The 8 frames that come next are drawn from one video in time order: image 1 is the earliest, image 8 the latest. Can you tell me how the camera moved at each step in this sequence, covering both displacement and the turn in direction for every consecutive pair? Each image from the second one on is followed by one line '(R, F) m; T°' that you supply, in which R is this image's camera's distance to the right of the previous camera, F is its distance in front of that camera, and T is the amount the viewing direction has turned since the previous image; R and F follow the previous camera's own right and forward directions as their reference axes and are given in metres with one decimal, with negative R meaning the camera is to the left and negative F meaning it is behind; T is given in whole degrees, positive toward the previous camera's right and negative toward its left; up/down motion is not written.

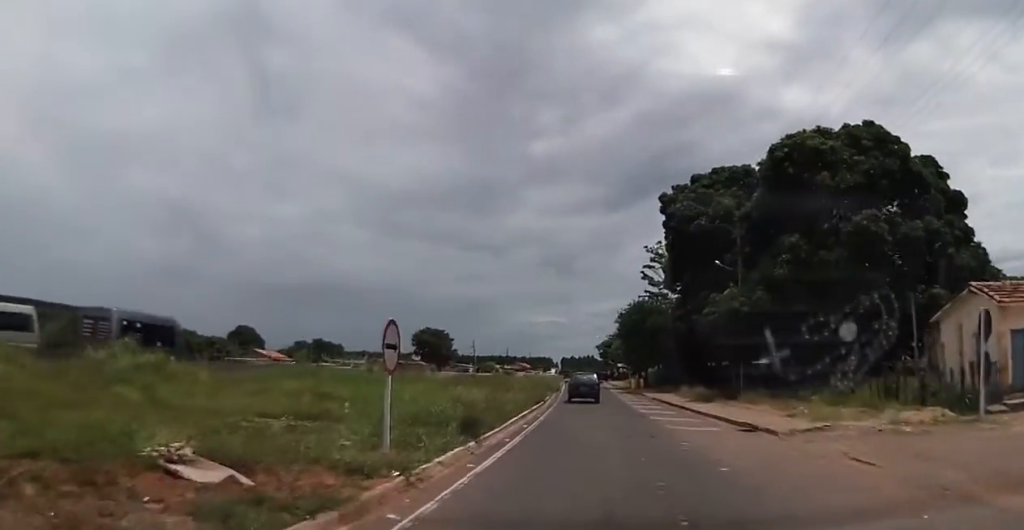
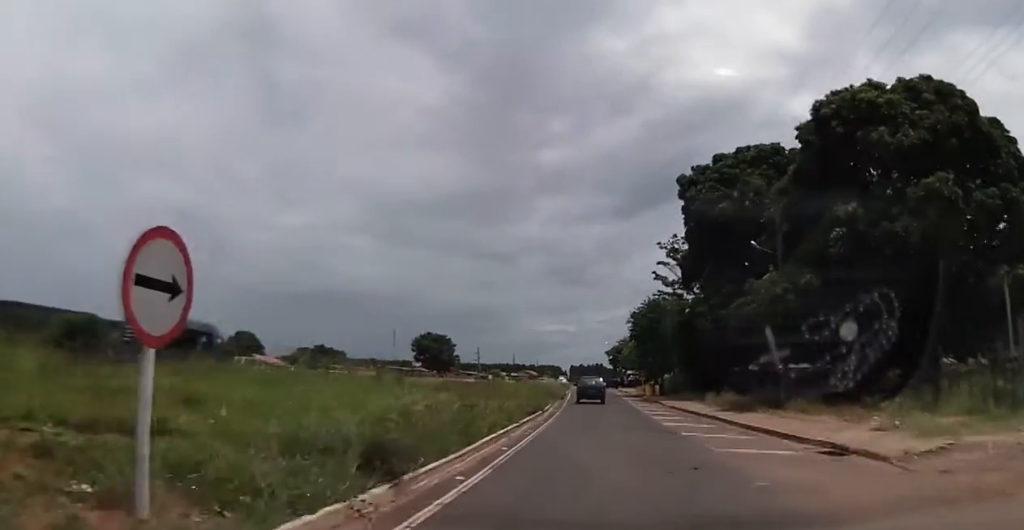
(-0.1, +6.0) m; 0°
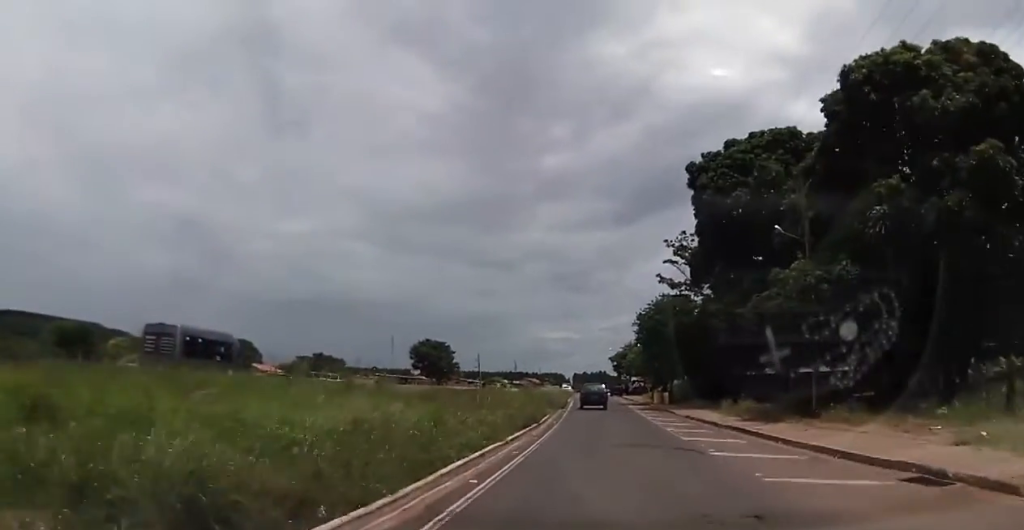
(0.0, +2.8) m; 0°
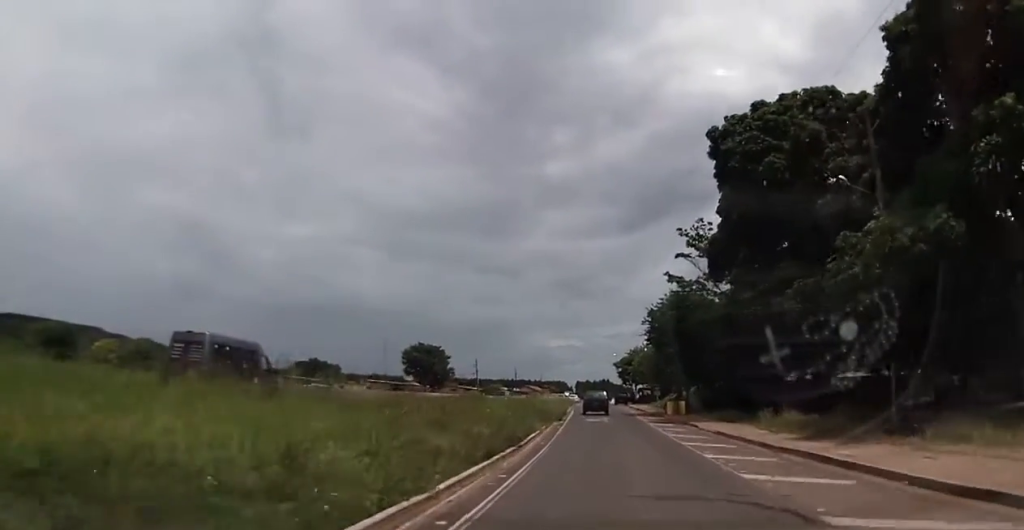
(0.0, +5.3) m; -1°
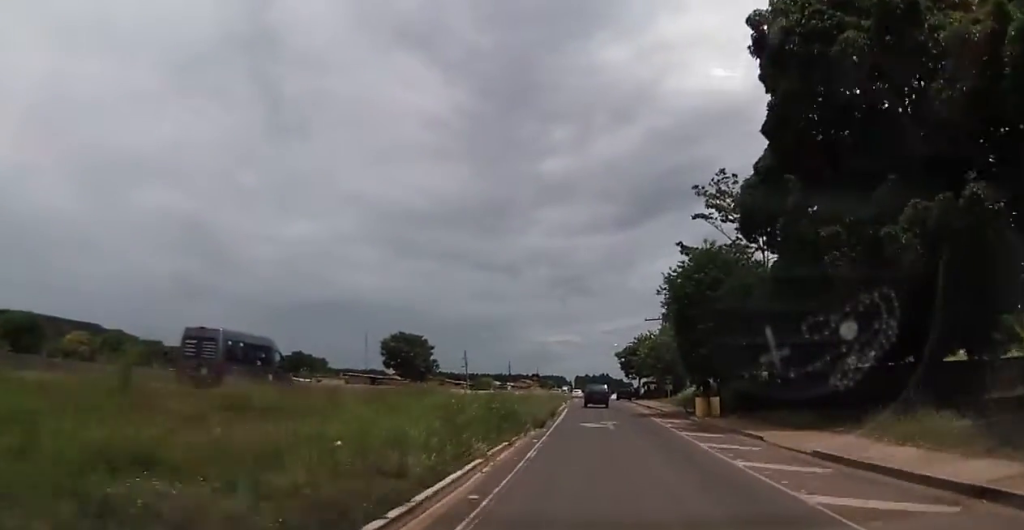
(-0.2, +8.6) m; 0°
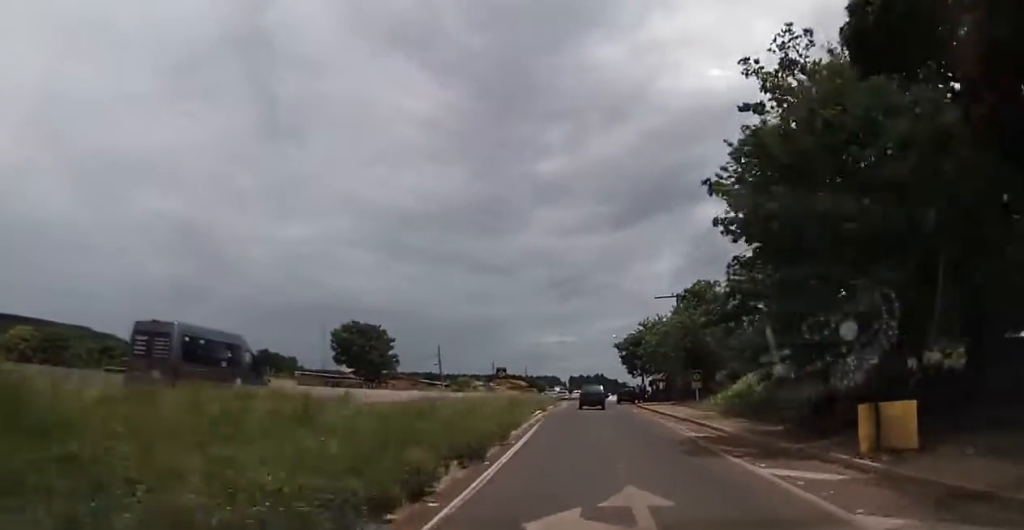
(0.0, +14.6) m; -2°
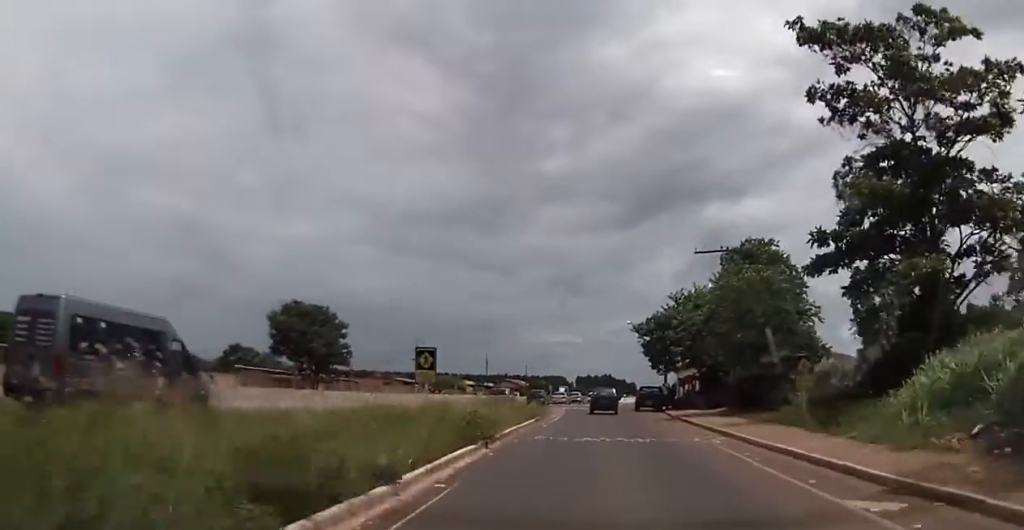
(-0.5, +17.4) m; 0°
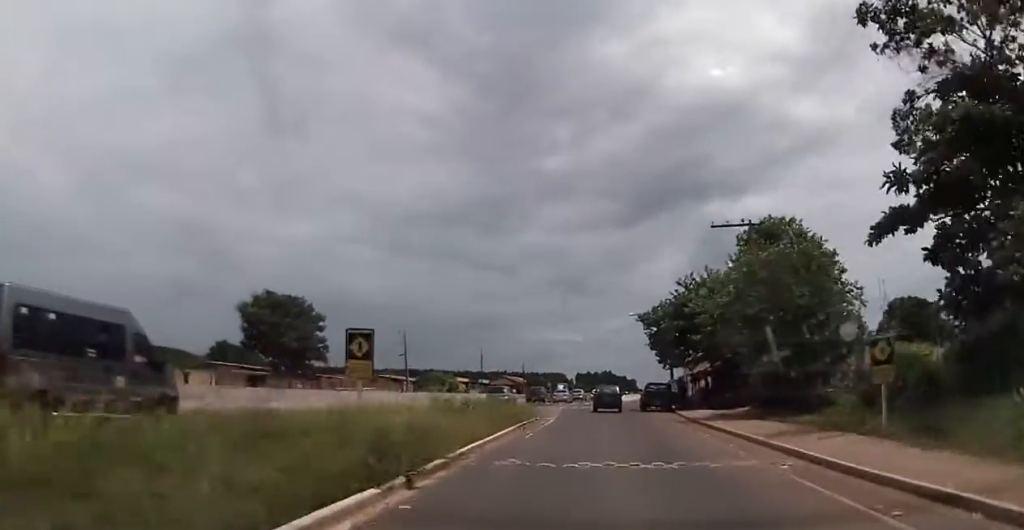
(+0.1, +5.6) m; 0°
